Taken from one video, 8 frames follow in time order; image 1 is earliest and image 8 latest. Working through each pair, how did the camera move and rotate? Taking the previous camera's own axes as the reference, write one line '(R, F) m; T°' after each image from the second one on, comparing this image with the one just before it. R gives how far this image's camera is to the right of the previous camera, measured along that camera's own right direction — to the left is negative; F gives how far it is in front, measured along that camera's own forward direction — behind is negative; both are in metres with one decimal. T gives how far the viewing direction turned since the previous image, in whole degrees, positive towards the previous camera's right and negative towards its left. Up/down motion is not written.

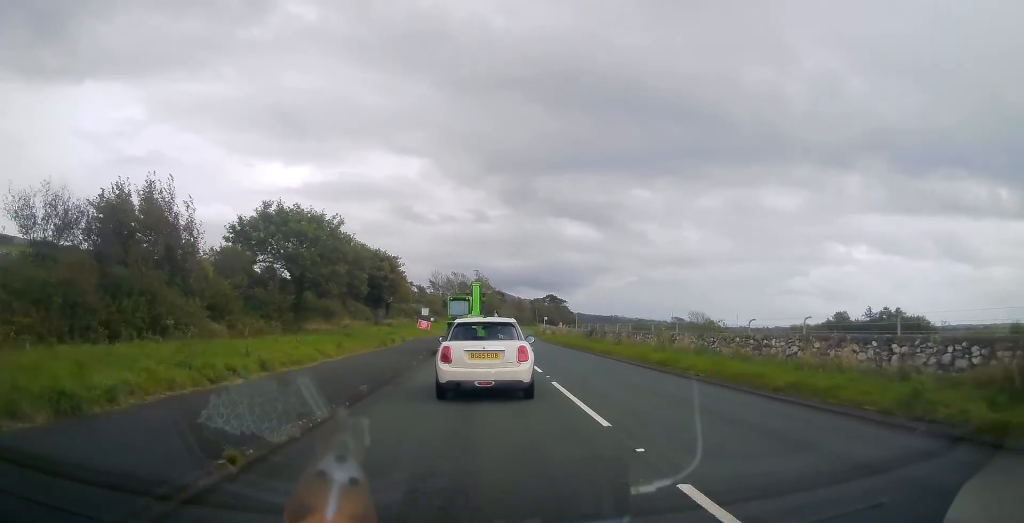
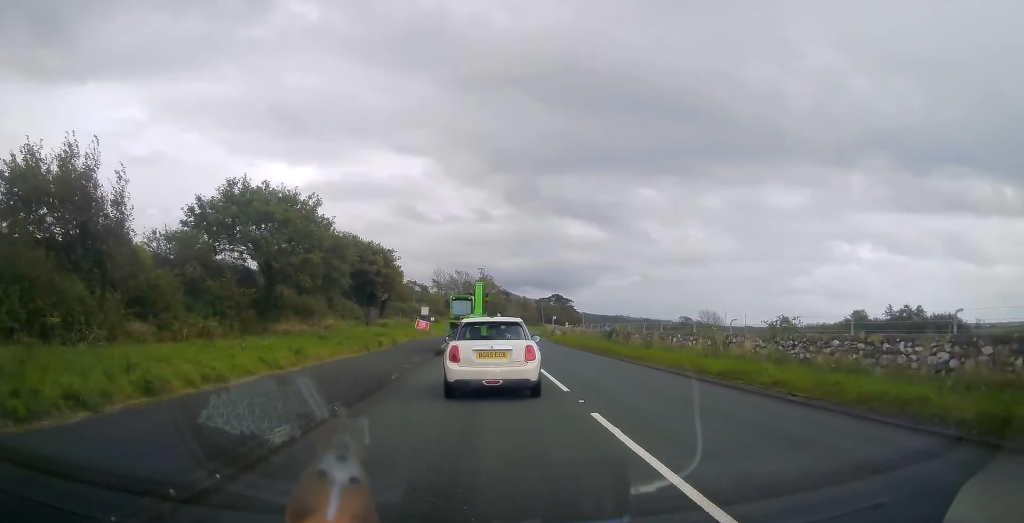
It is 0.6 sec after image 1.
(+0.1, +5.1) m; -1°
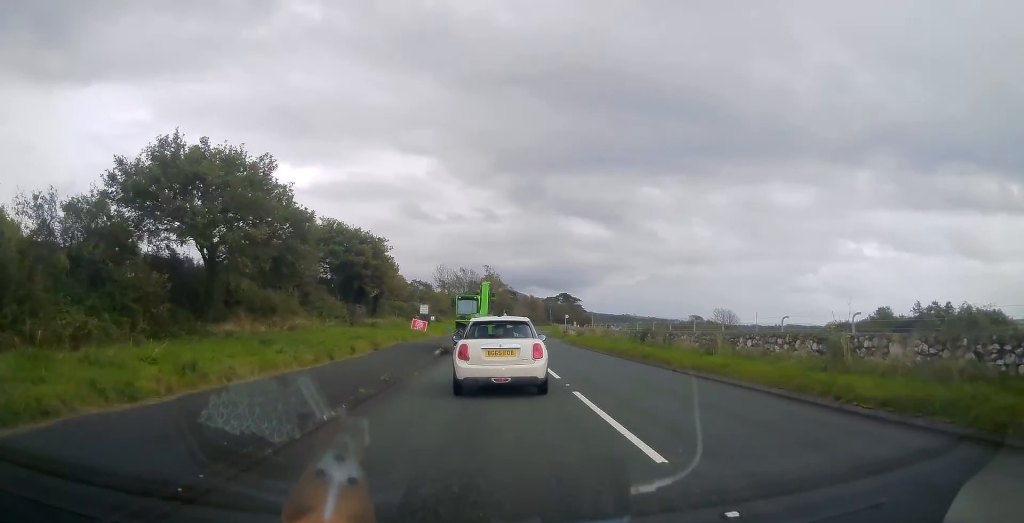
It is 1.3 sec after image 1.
(-0.2, +6.5) m; -1°
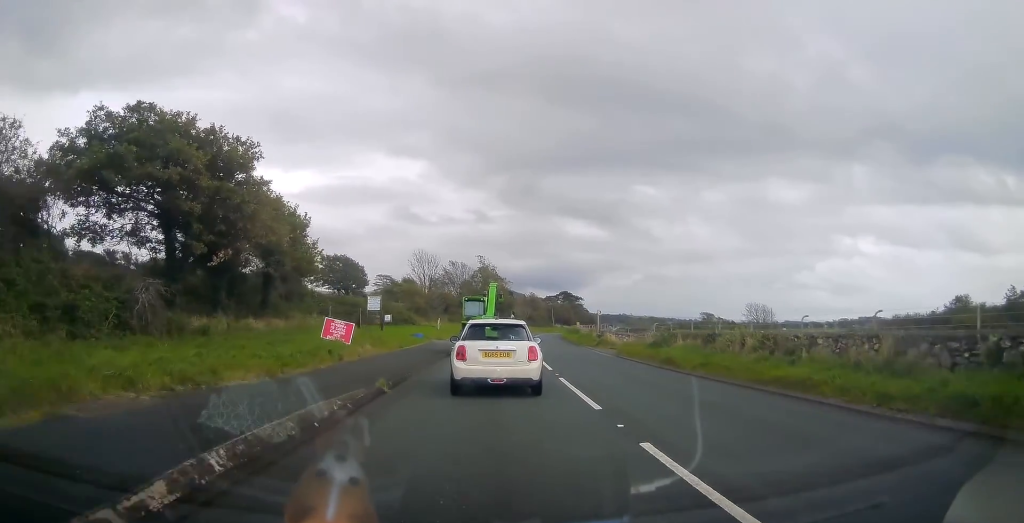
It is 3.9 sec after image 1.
(+0.1, +23.5) m; -1°
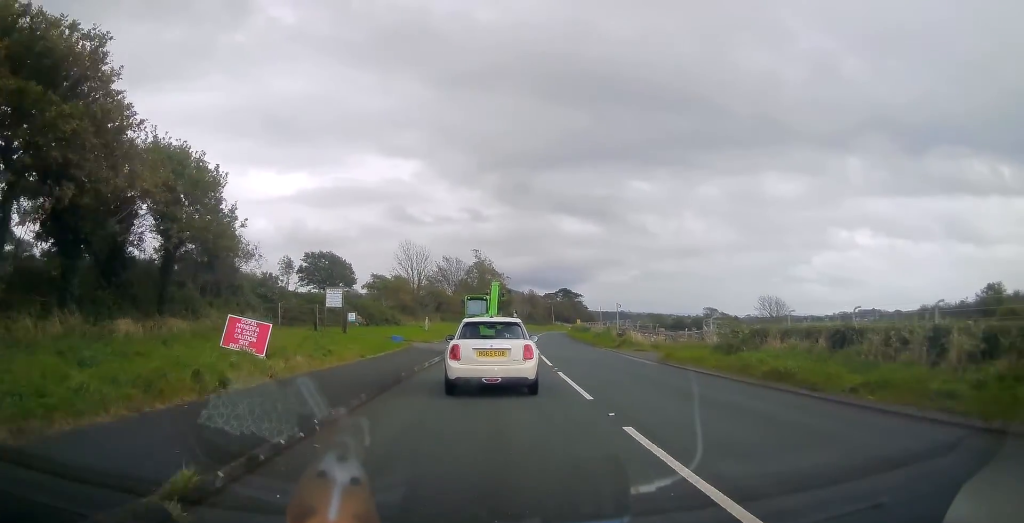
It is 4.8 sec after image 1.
(-0.2, +8.2) m; 0°
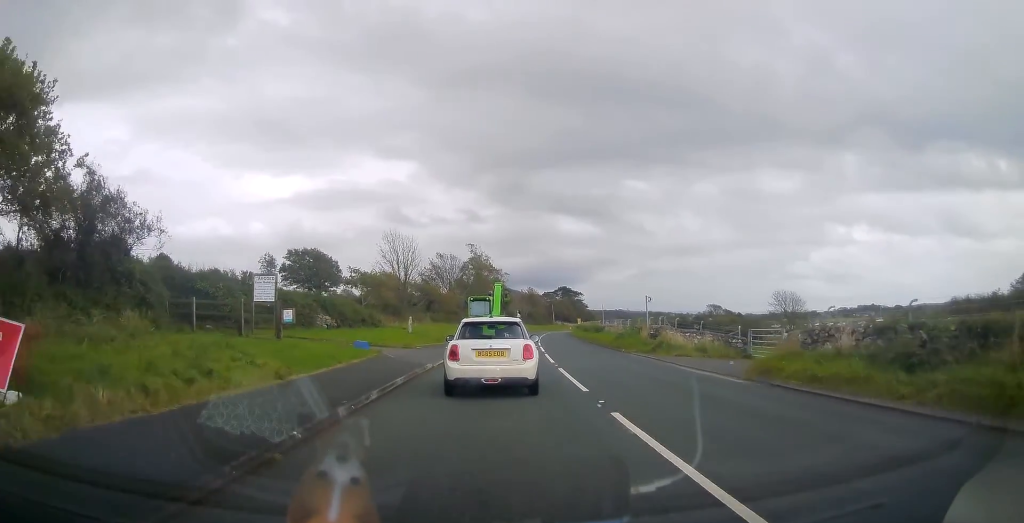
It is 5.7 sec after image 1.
(+0.2, +8.3) m; +2°
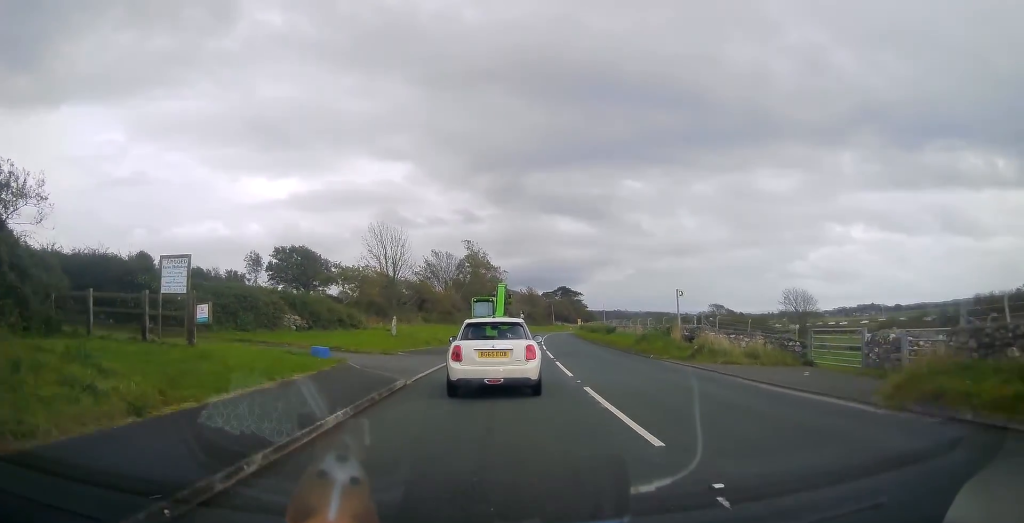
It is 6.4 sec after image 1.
(+0.1, +5.7) m; 0°
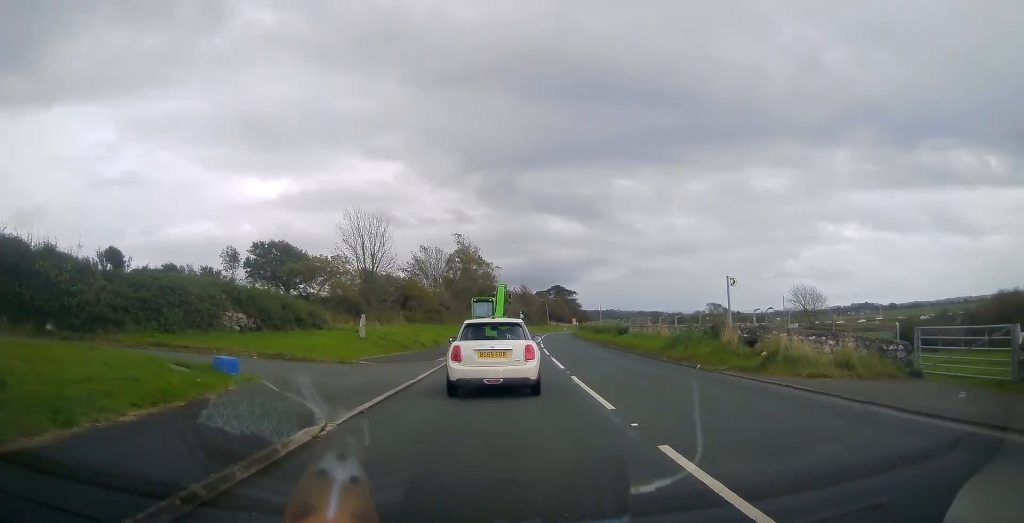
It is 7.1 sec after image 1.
(0.0, +6.5) m; 0°
